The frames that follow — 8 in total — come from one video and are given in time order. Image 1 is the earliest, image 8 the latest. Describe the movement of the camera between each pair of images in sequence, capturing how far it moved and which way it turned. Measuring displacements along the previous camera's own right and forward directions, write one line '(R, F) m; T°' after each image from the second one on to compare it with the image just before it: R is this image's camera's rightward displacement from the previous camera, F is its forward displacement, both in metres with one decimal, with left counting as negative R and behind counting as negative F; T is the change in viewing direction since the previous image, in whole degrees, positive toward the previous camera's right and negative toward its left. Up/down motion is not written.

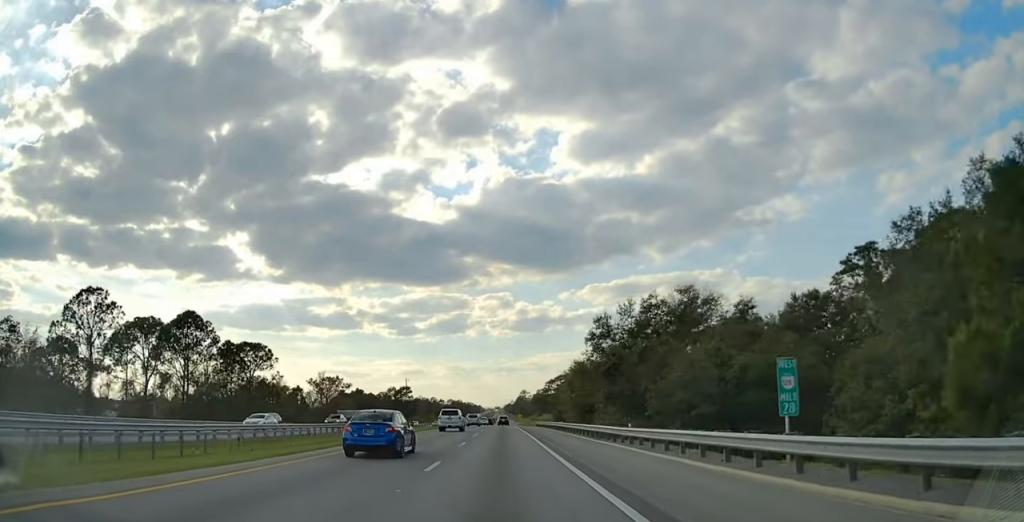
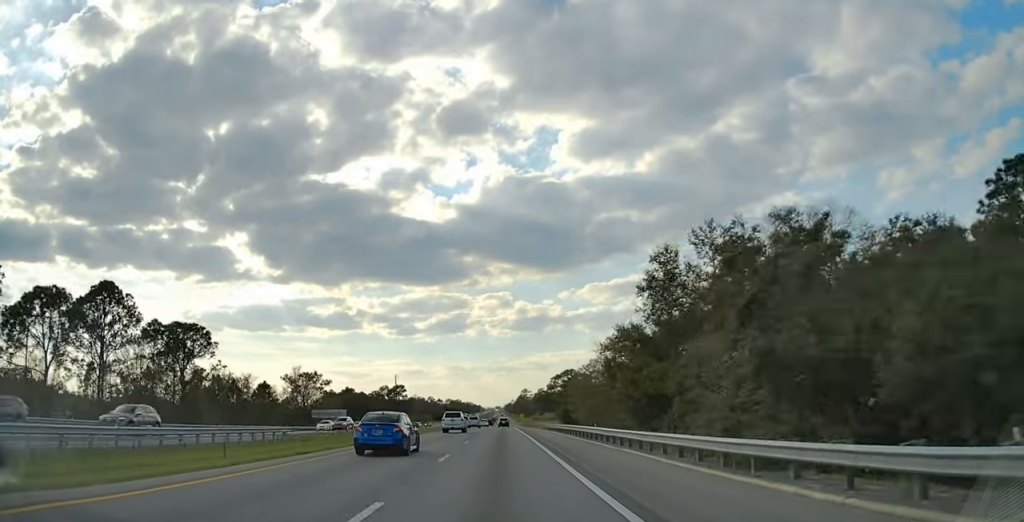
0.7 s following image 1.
(0.0, +21.0) m; 0°
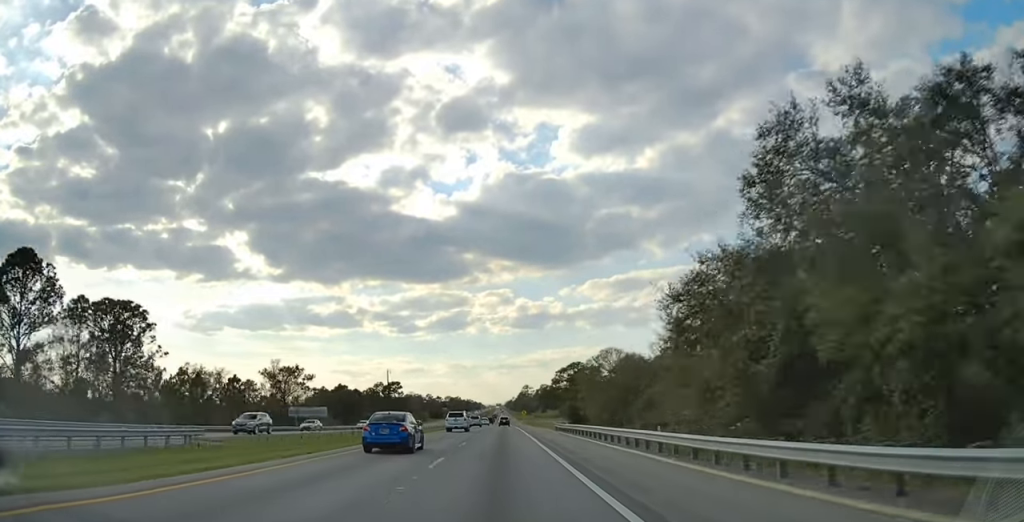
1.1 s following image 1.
(0.0, +14.7) m; 0°
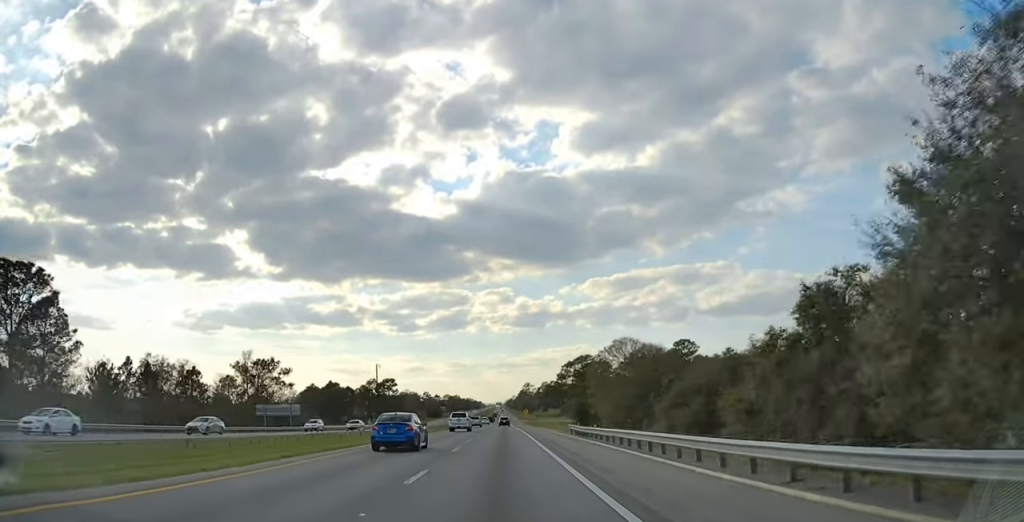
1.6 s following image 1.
(0.0, +15.7) m; 0°
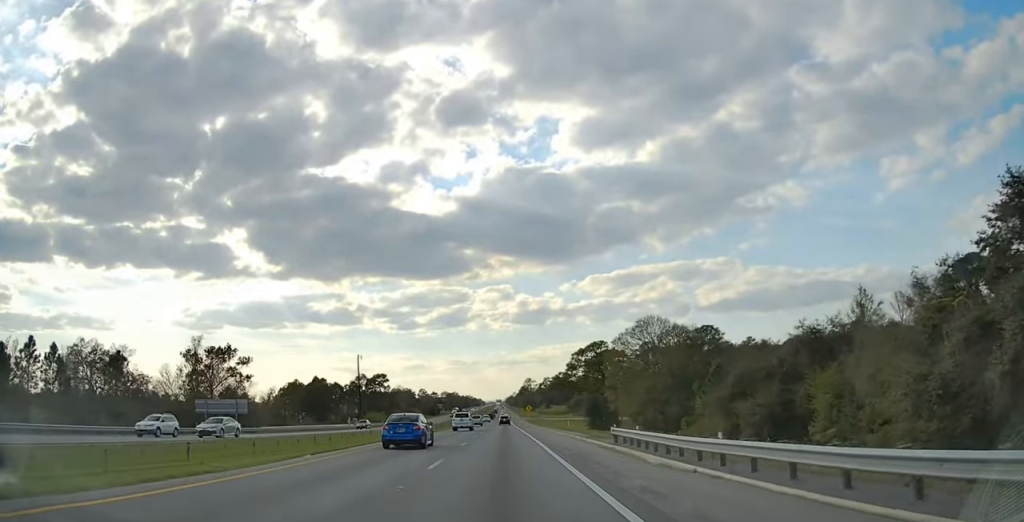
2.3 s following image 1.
(0.0, +21.0) m; 0°
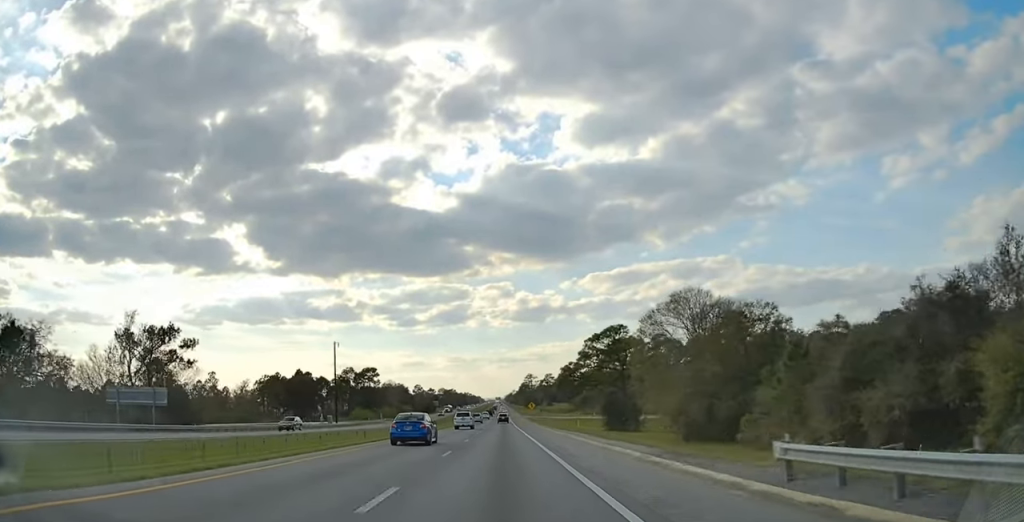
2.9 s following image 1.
(-0.1, +19.9) m; 0°
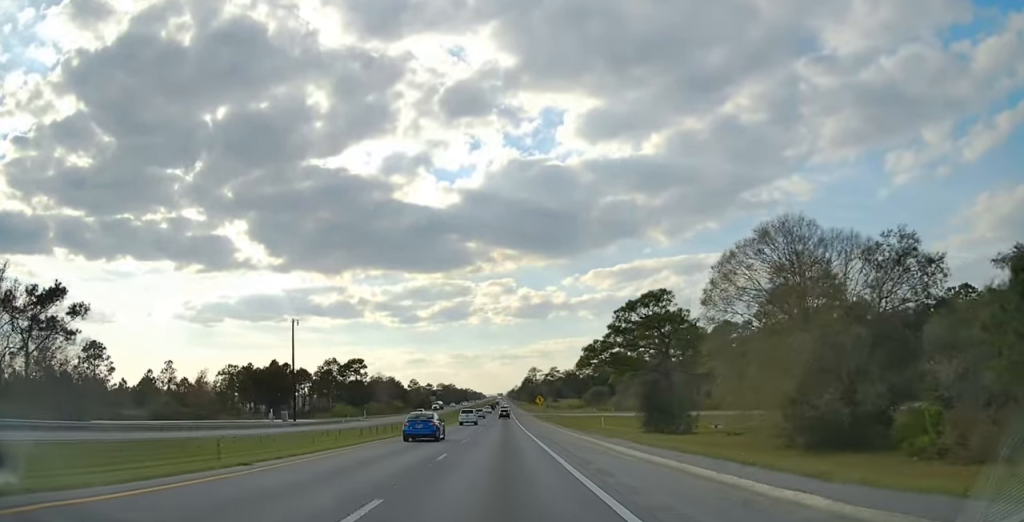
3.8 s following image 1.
(+0.1, +26.3) m; 0°
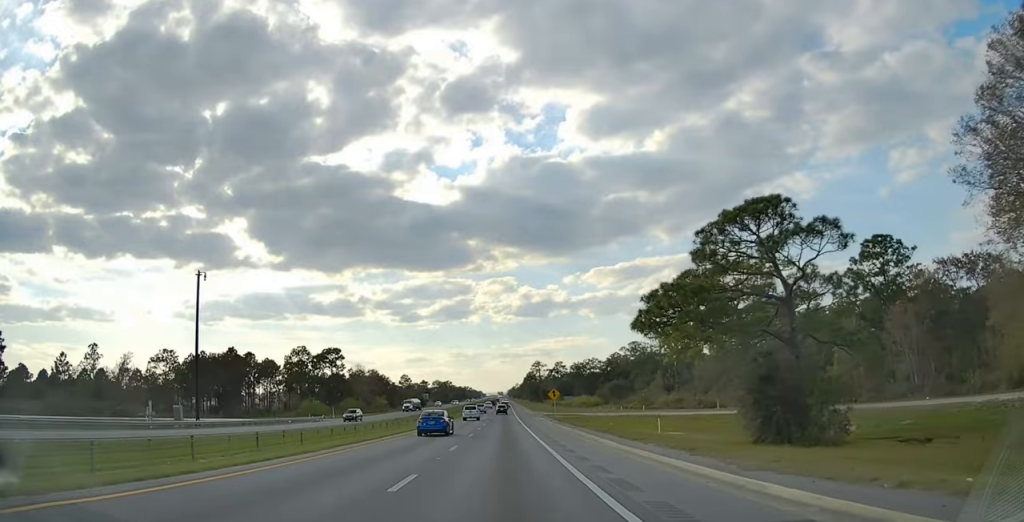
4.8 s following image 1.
(0.0, +32.5) m; 0°
